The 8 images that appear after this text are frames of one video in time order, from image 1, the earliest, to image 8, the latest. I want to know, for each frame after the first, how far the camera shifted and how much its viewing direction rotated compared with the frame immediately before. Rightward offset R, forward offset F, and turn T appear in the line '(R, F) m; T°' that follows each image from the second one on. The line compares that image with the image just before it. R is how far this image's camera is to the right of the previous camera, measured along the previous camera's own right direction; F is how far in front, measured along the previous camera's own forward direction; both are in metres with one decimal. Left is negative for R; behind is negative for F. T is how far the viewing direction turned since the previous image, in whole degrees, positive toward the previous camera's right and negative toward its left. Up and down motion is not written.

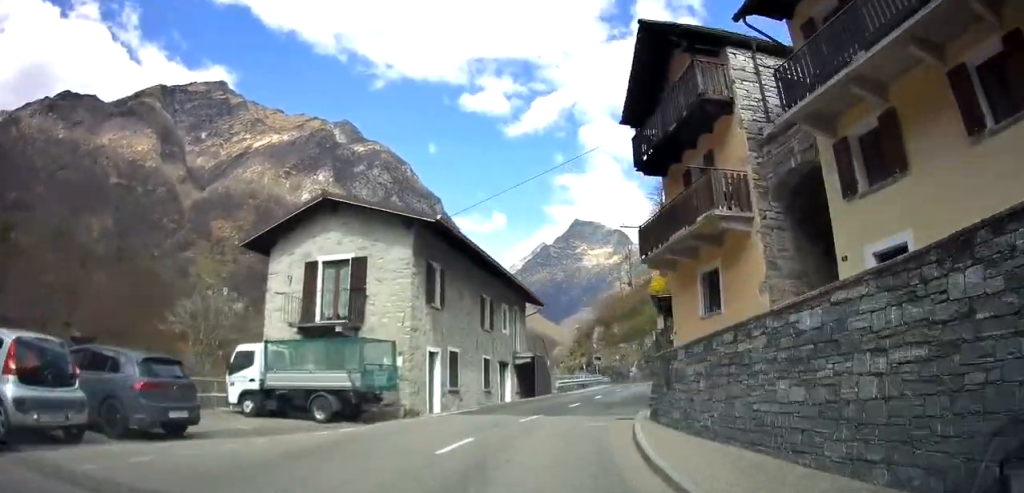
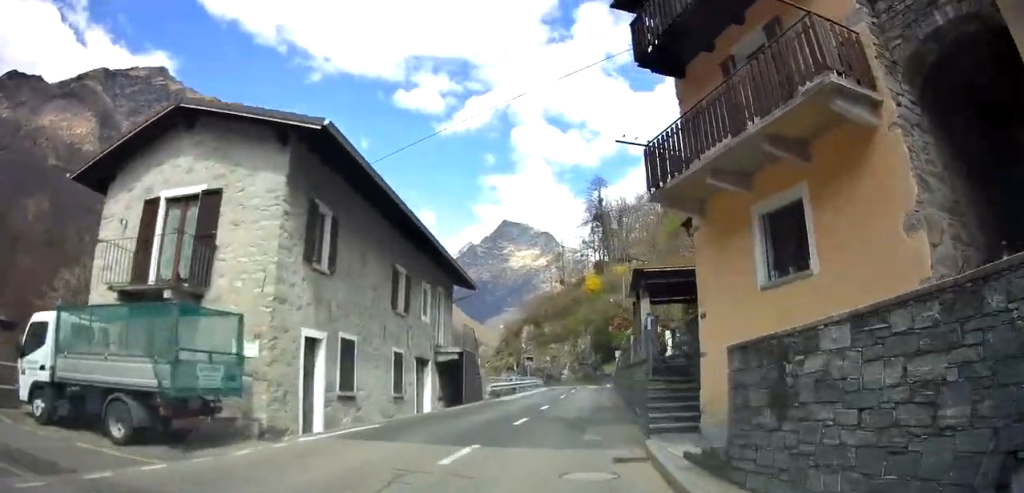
(+0.3, +6.3) m; +7°
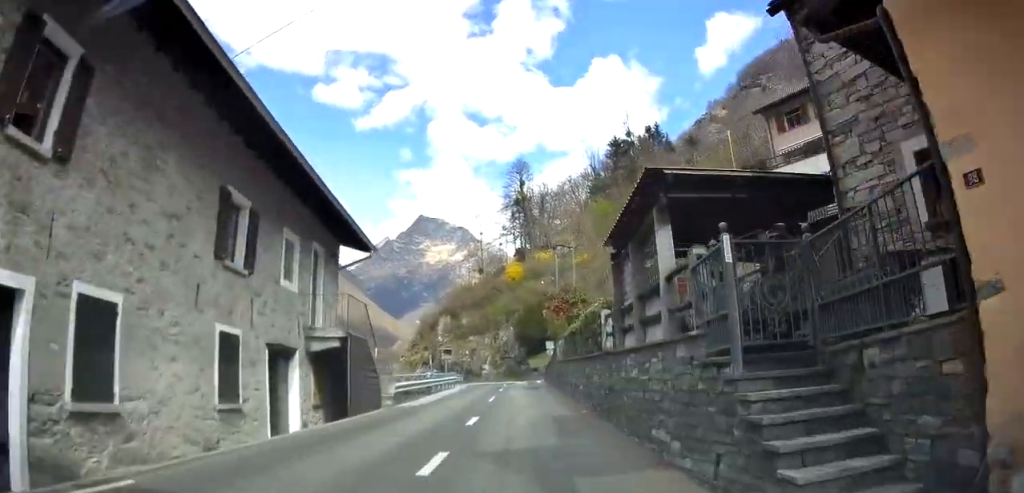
(+0.5, +6.8) m; +6°
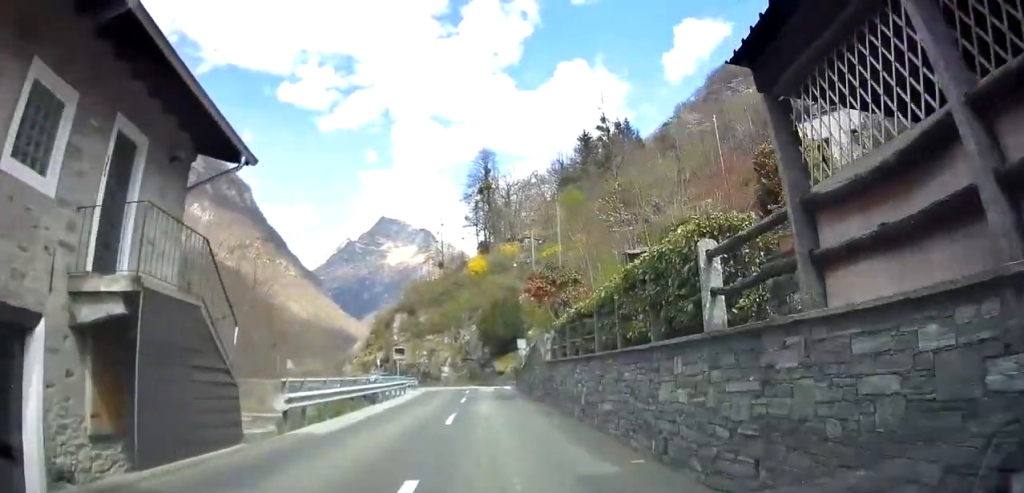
(+0.4, +7.0) m; +5°
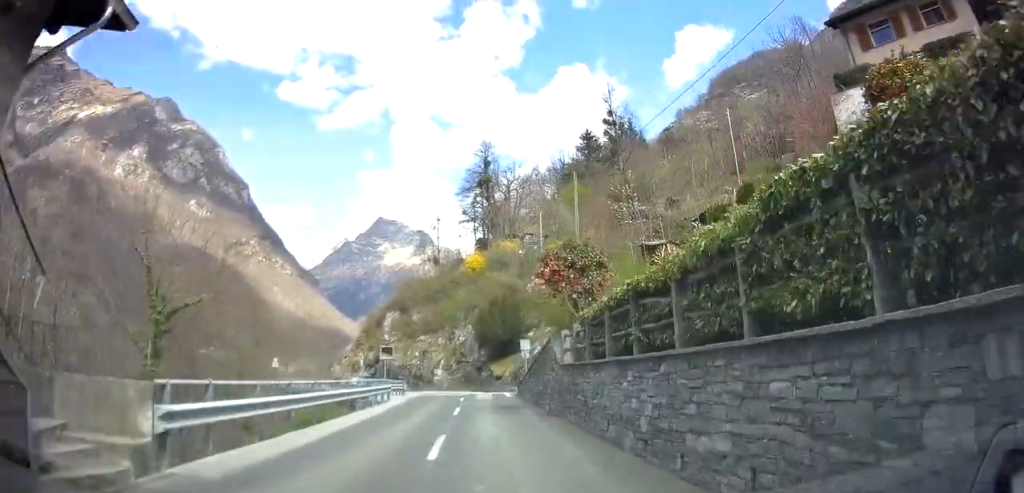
(0.0, +4.4) m; +3°
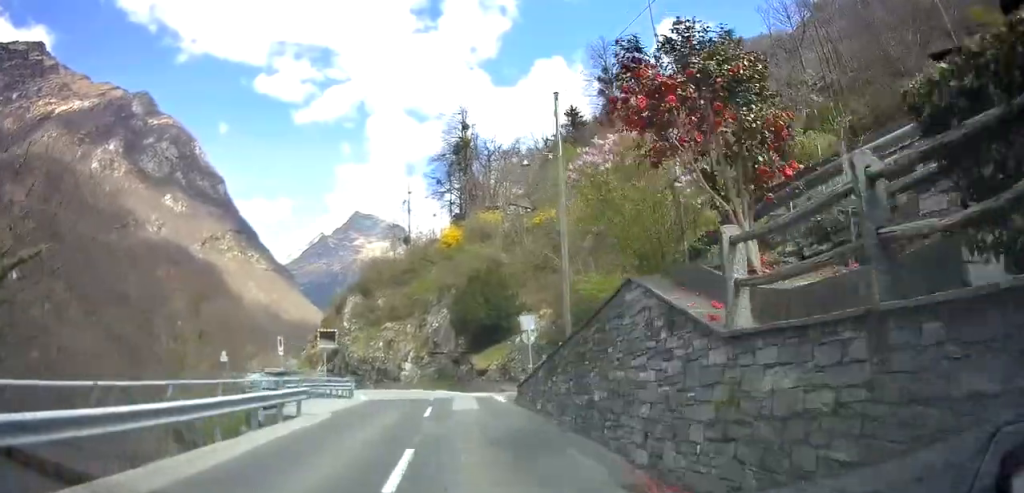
(+0.7, +10.9) m; +4°
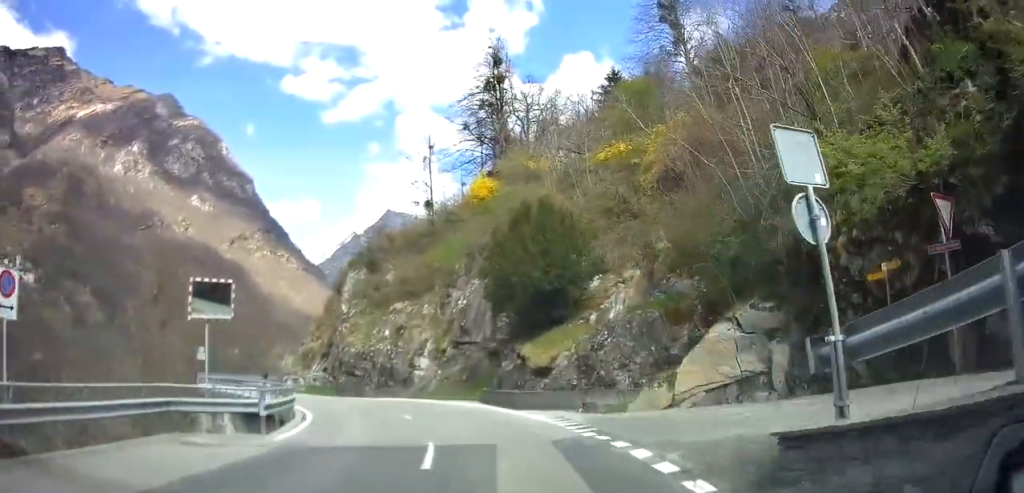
(+0.1, +16.0) m; -2°
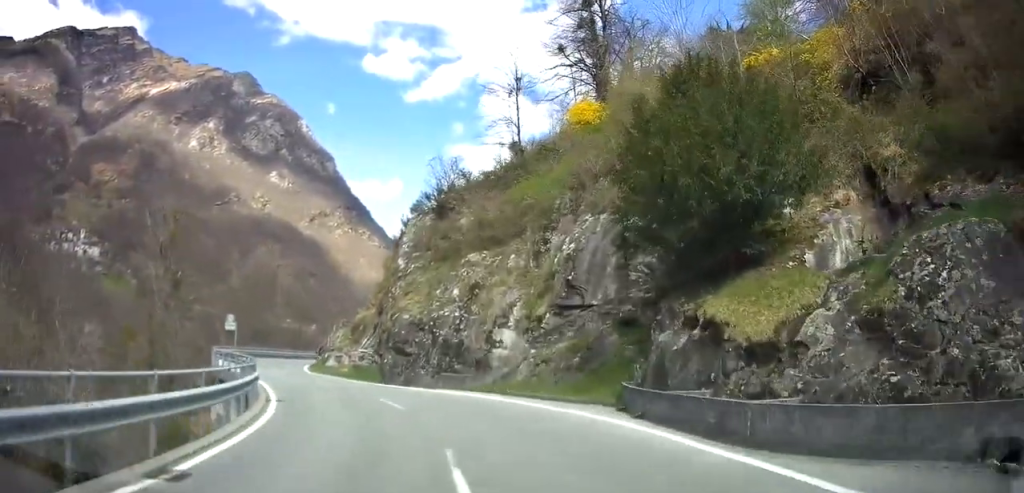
(-0.5, +12.5) m; -9°
